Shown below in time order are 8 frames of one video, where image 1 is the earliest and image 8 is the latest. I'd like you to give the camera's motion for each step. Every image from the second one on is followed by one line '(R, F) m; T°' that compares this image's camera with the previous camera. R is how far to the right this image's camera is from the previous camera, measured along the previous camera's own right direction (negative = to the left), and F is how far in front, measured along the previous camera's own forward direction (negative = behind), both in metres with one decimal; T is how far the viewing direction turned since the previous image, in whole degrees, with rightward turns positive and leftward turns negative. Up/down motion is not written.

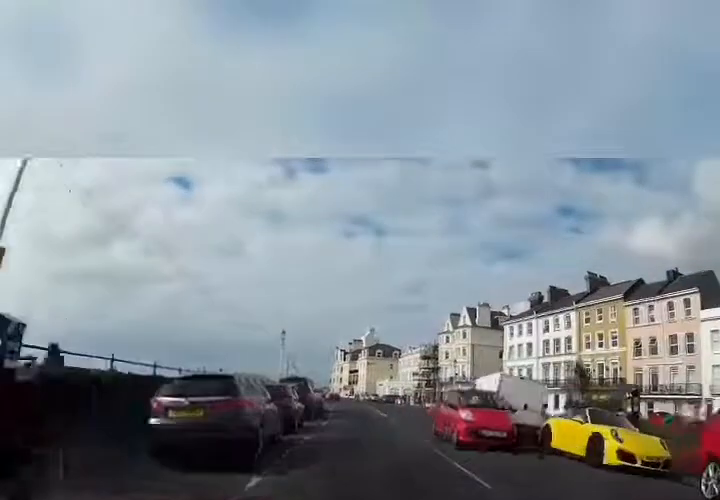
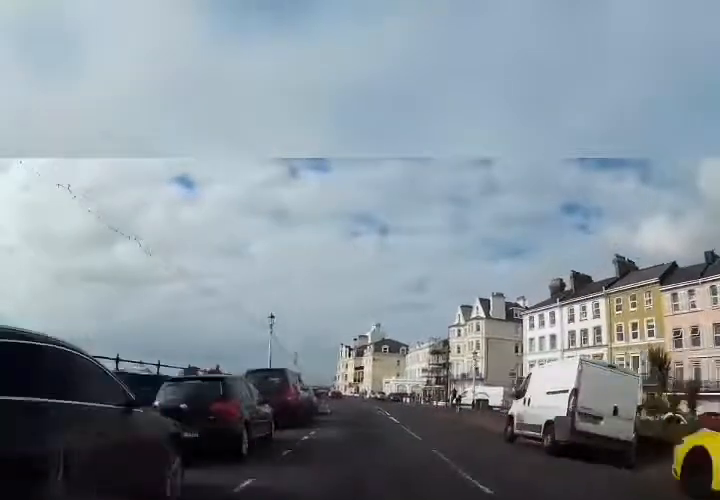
(+0.2, +5.4) m; 0°
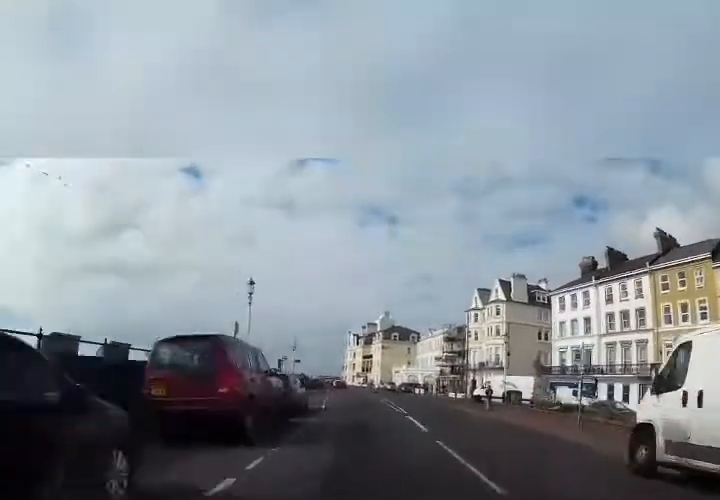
(-0.2, +6.5) m; -1°
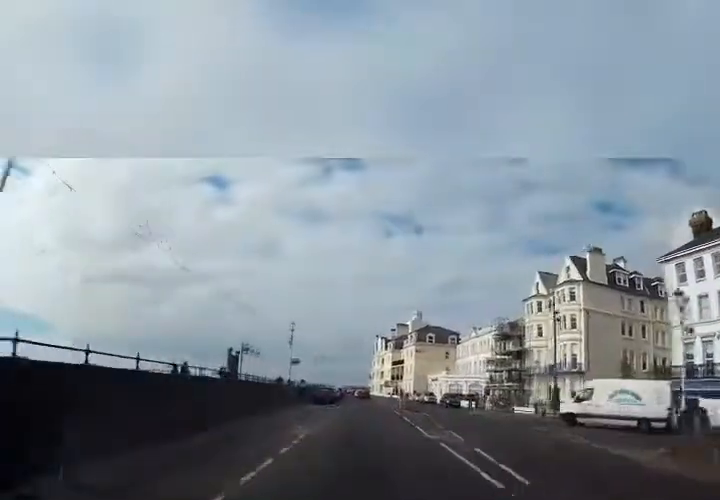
(-0.4, +16.8) m; -2°
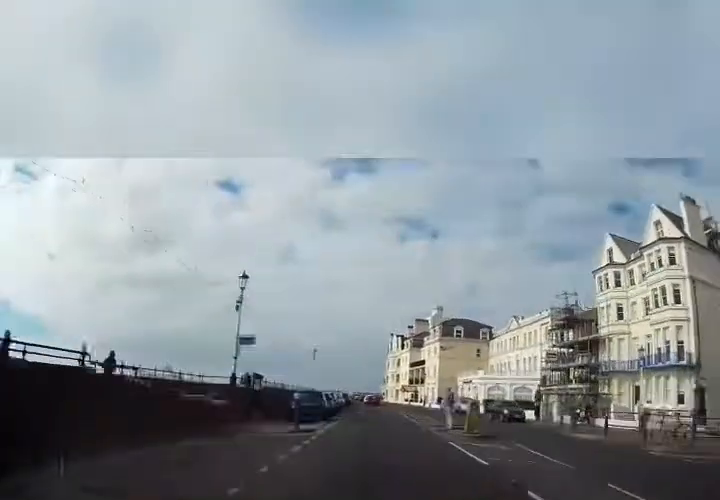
(-0.2, +15.9) m; -2°
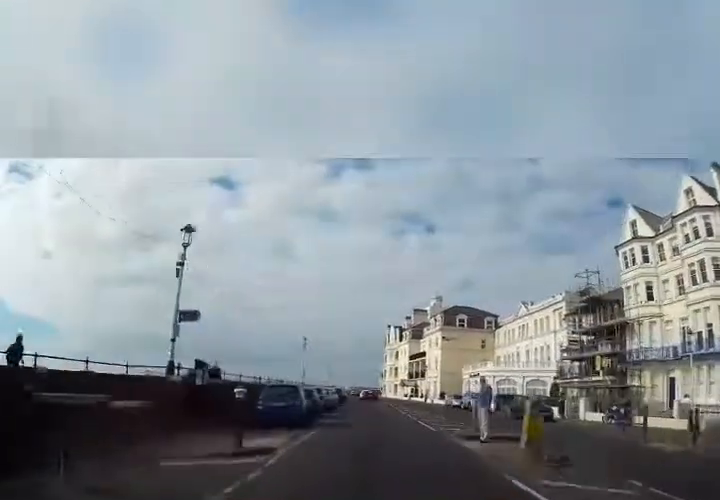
(0.0, +5.3) m; 0°
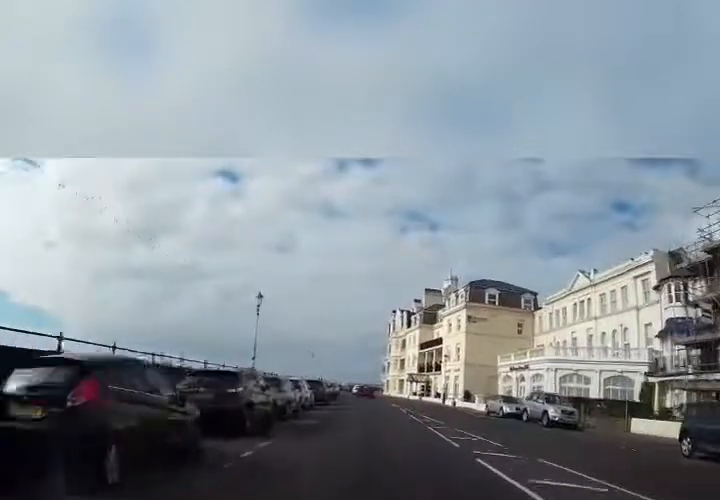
(-0.1, +16.5) m; -1°
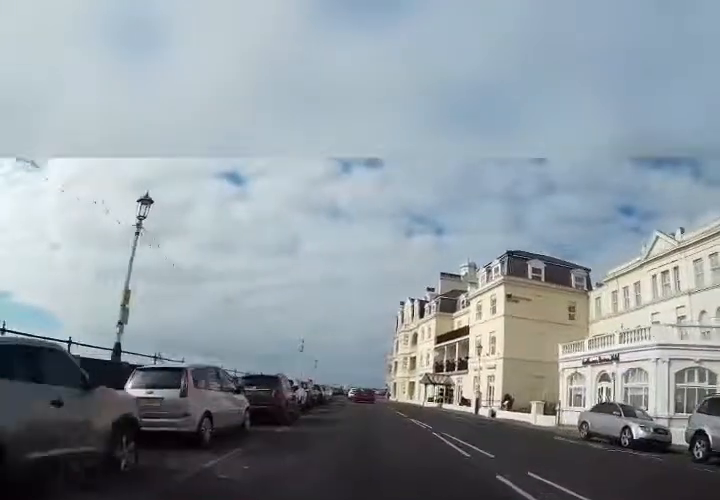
(-0.1, +13.1) m; 0°
